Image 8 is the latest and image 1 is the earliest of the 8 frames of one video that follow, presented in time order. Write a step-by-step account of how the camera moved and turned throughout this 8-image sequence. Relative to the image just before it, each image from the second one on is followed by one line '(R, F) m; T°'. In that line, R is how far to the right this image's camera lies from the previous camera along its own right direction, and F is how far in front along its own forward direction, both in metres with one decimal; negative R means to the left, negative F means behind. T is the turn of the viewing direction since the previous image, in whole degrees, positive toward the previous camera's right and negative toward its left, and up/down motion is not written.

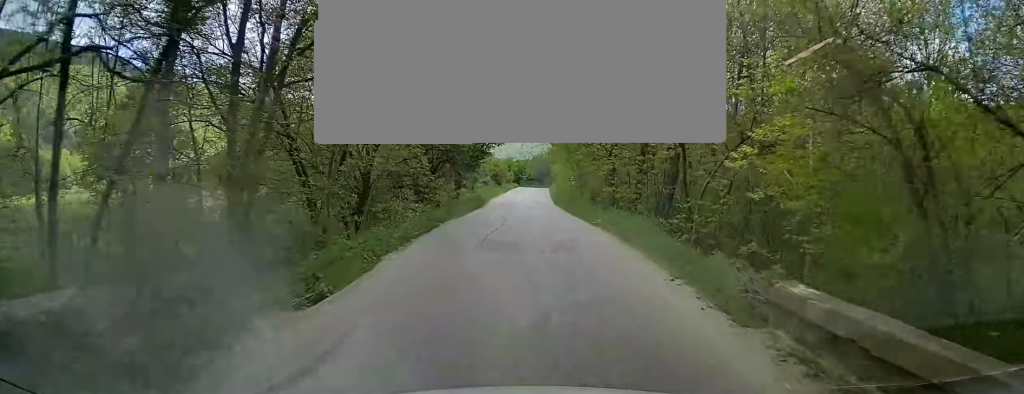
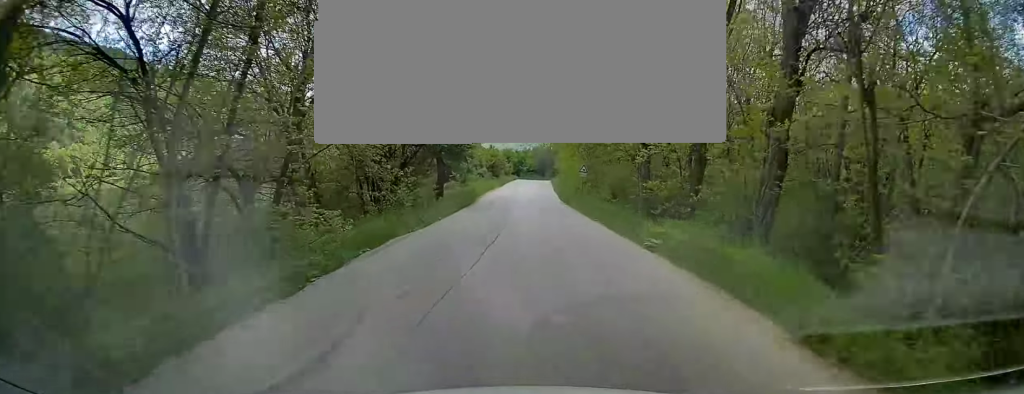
(0.0, +10.1) m; +1°
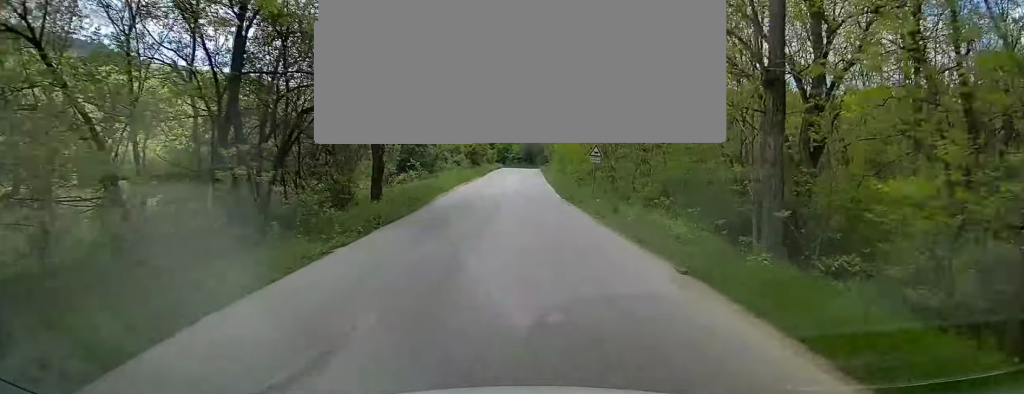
(+0.2, +14.7) m; +1°
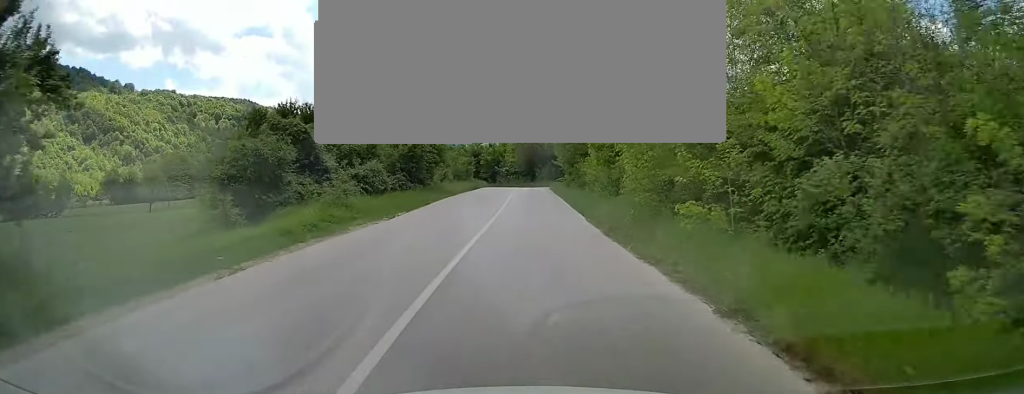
(+0.3, +42.8) m; +1°
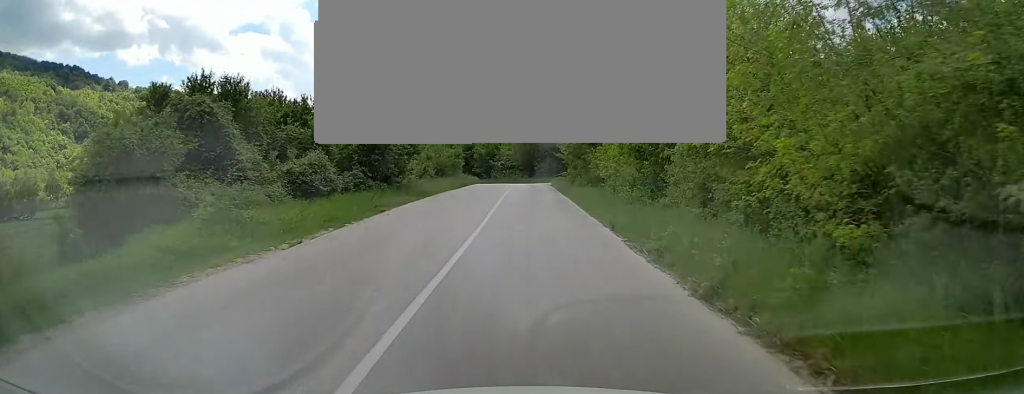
(+0.1, +8.5) m; +1°
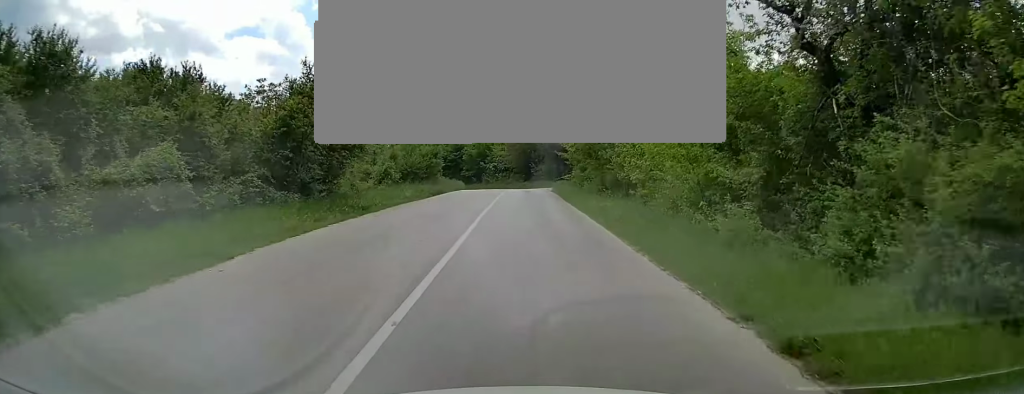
(+0.1, +10.2) m; +1°
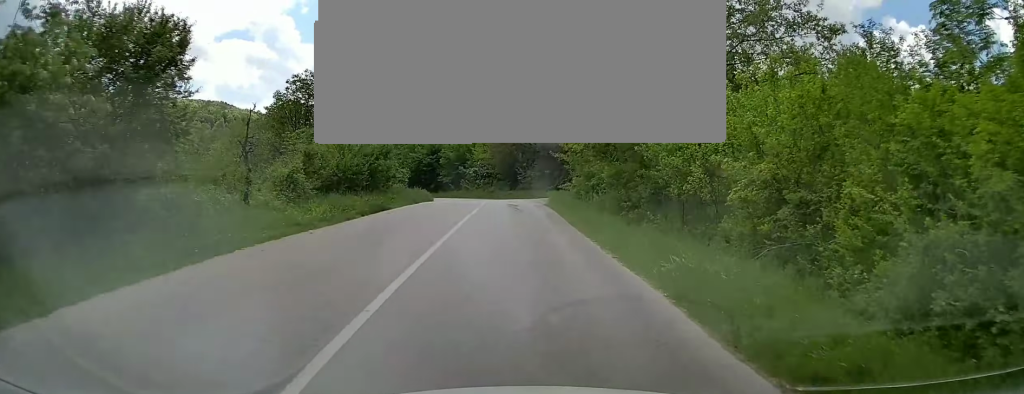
(-0.1, +11.4) m; +1°
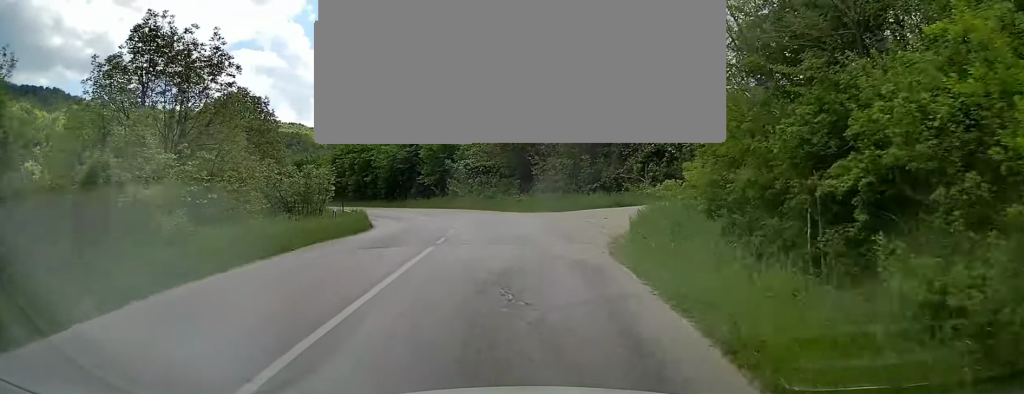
(+0.4, +23.5) m; -1°
